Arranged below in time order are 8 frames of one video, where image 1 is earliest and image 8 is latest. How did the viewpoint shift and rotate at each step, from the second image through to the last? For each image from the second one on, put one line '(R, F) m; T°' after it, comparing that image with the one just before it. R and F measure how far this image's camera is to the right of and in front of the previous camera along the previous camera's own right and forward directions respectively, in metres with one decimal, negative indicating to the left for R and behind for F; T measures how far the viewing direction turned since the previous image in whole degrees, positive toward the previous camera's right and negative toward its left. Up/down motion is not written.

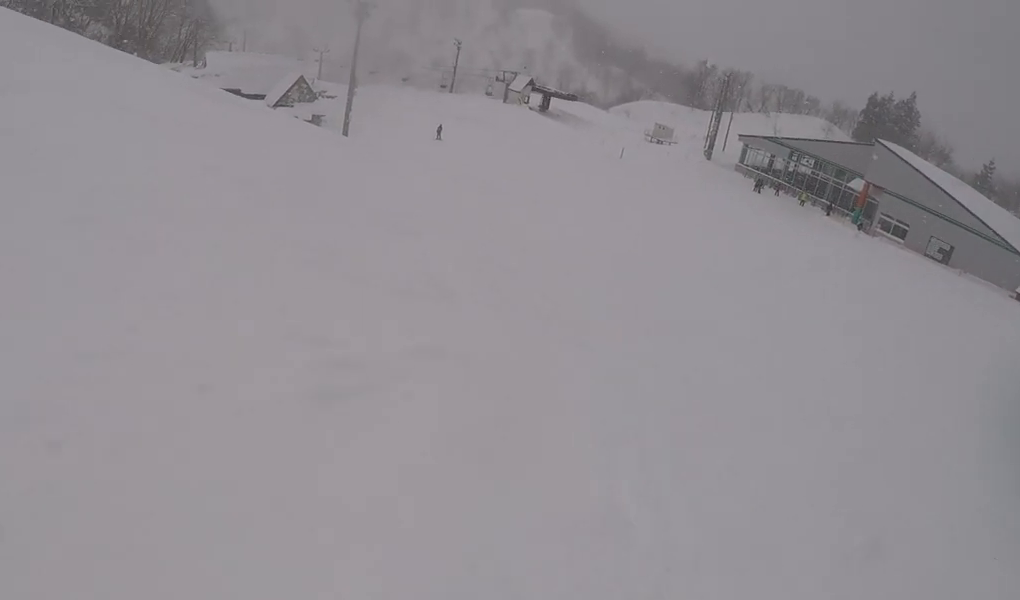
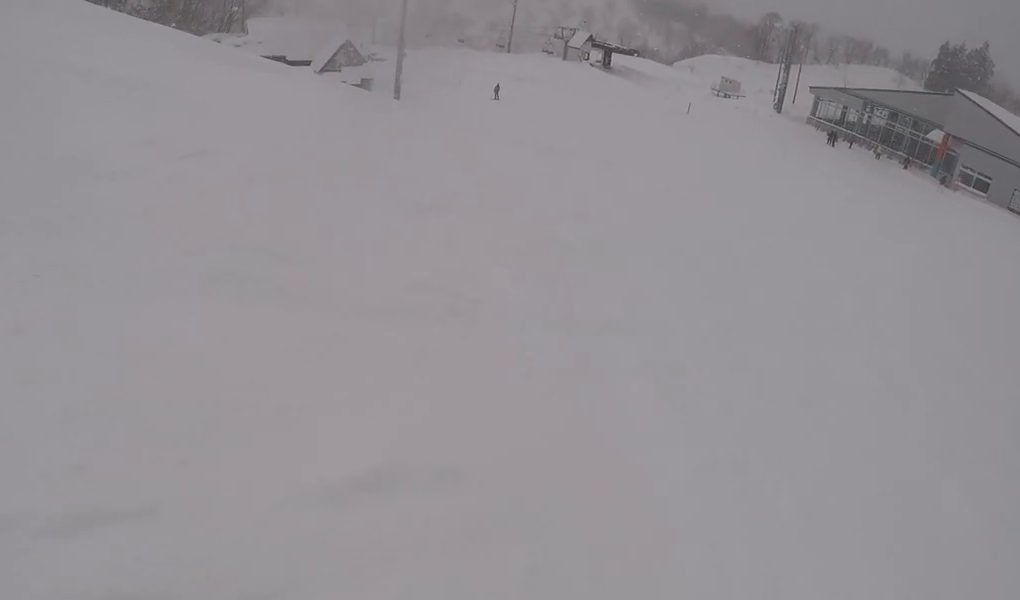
(+0.2, +3.2) m; +2°
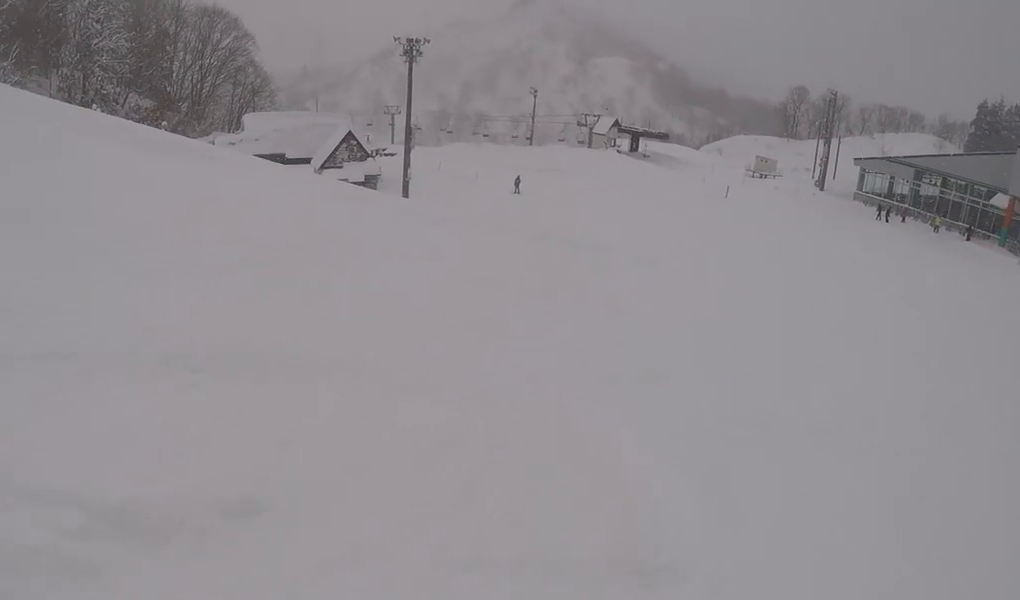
(+0.3, +8.0) m; +8°
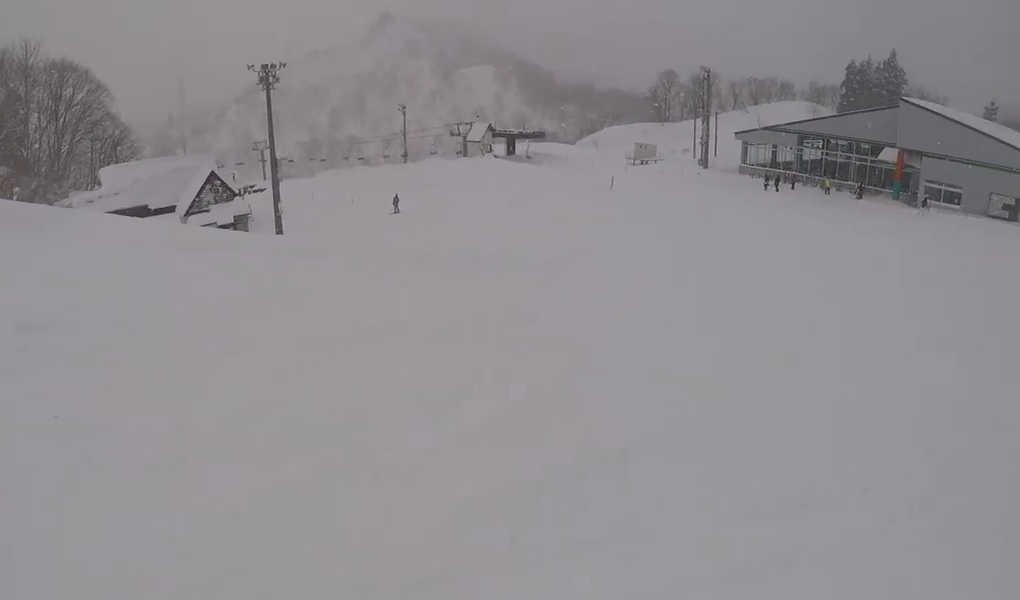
(-0.3, +3.4) m; +5°
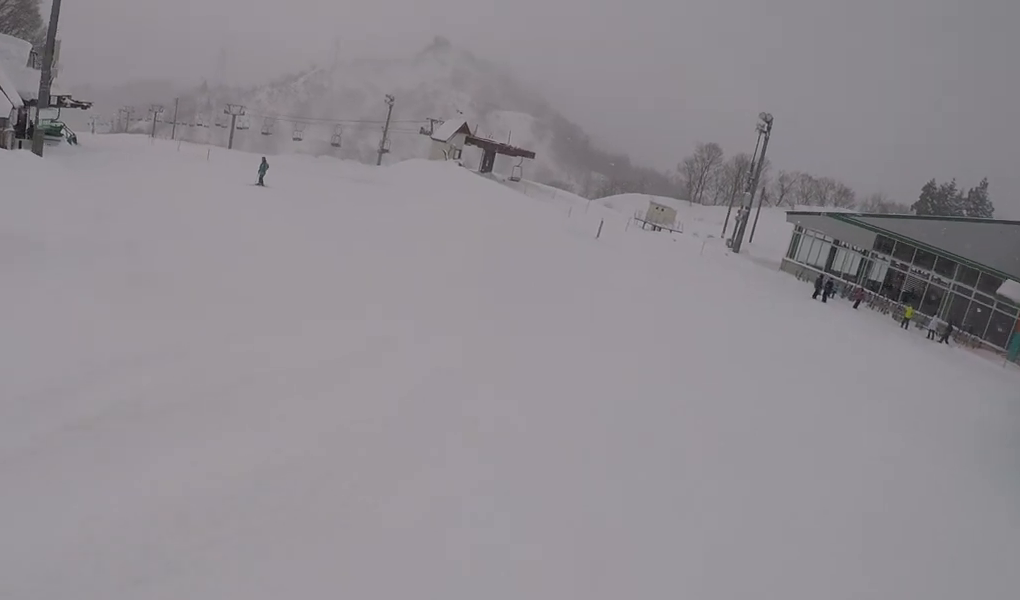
(+3.7, +23.0) m; -8°
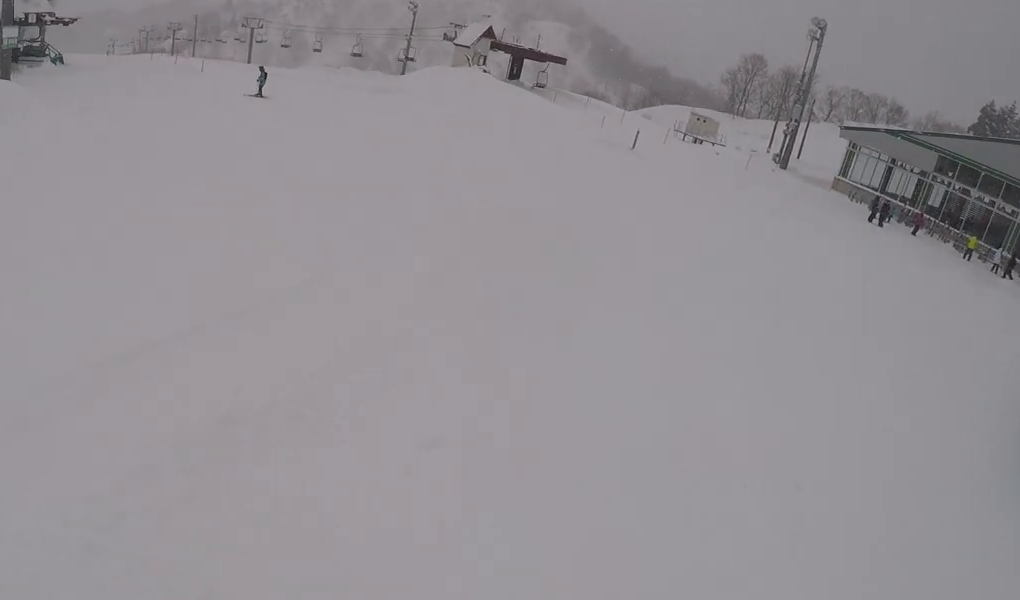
(-0.3, +2.9) m; -7°
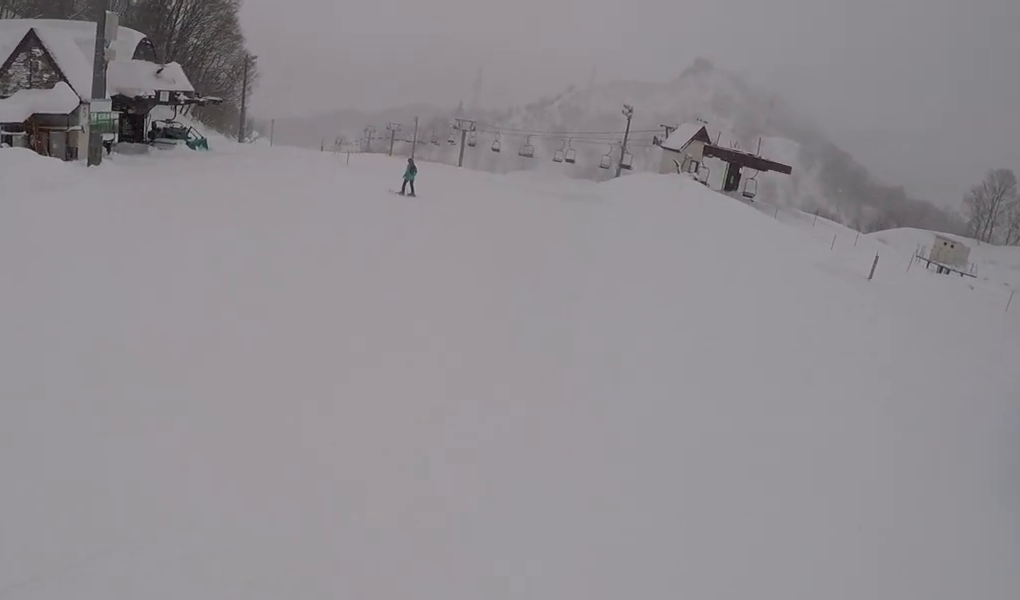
(-1.8, +7.4) m; -11°
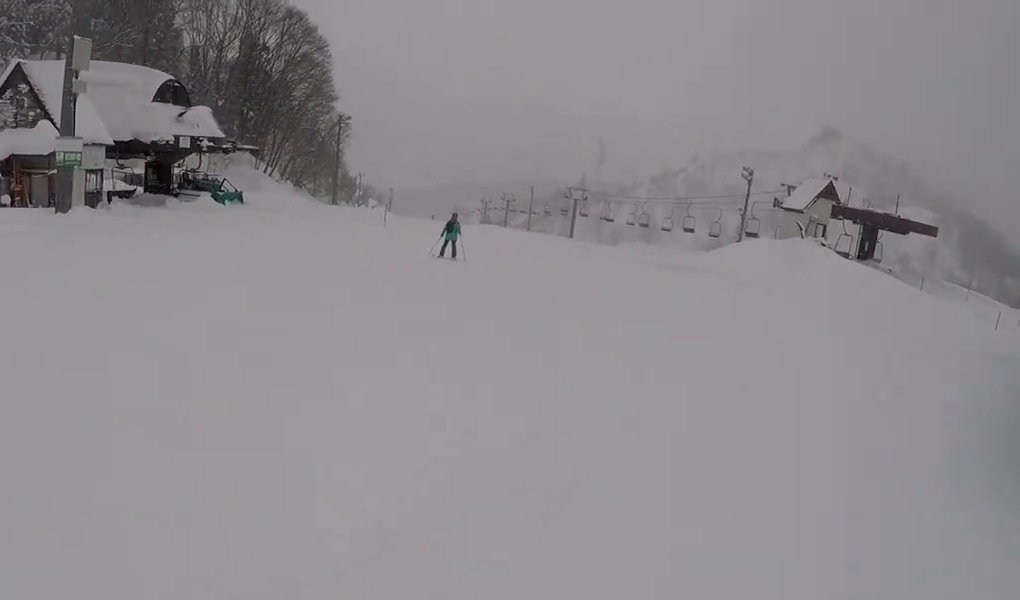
(+0.3, +6.8) m; 0°
